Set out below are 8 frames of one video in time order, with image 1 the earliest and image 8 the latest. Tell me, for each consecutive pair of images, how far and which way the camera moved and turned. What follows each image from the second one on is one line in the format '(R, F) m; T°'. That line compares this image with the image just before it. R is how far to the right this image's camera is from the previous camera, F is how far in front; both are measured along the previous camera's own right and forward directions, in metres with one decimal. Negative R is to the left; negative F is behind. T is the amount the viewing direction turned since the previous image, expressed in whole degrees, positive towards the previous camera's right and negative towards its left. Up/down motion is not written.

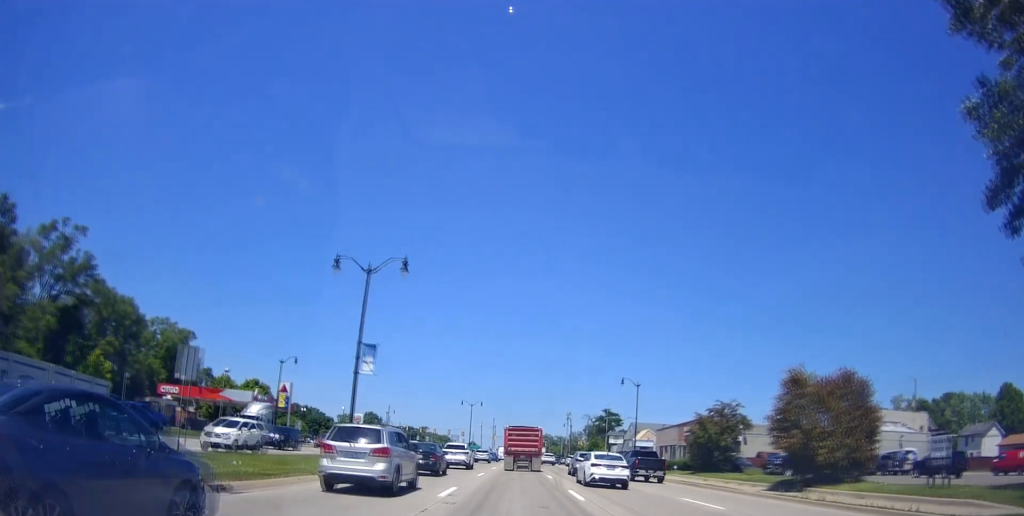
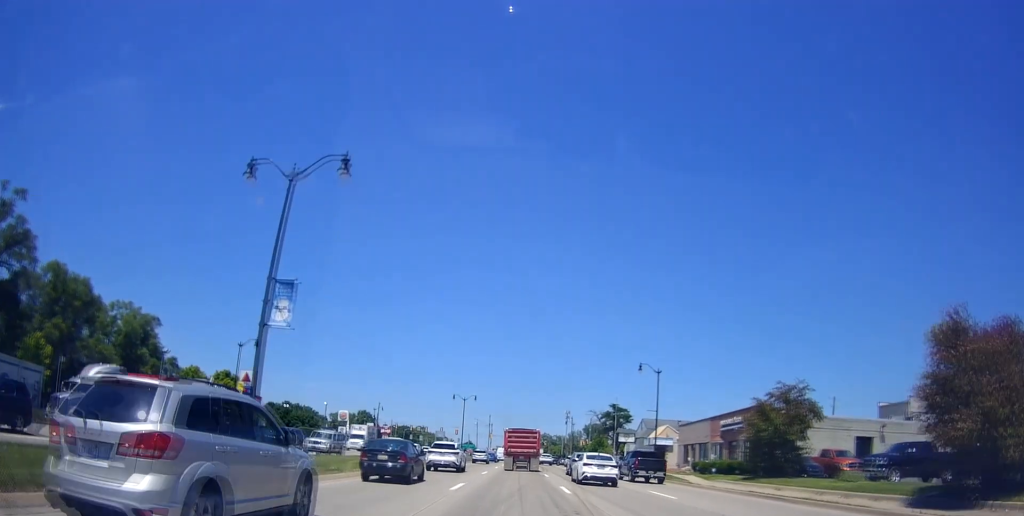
(+0.4, +11.3) m; +2°
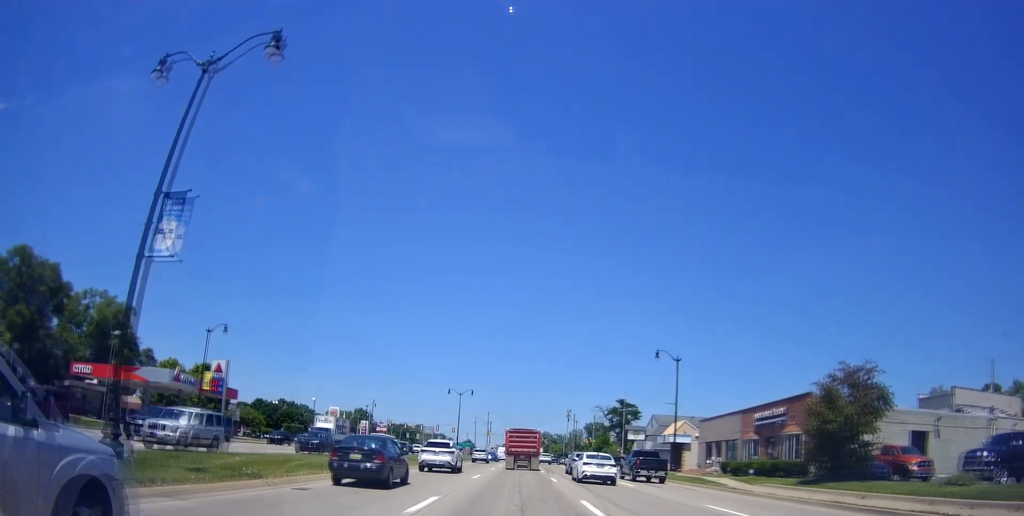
(0.0, +7.2) m; -1°
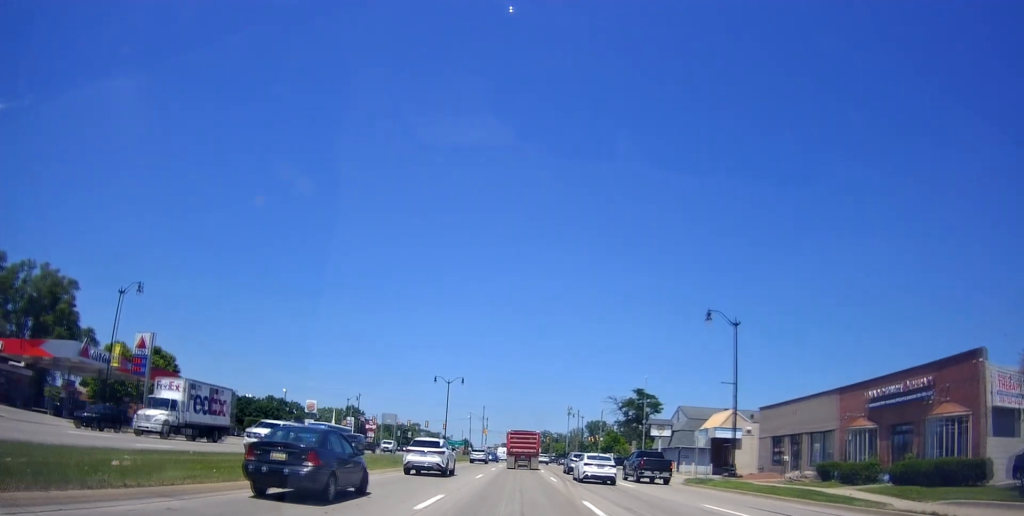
(-0.4, +14.4) m; -3°
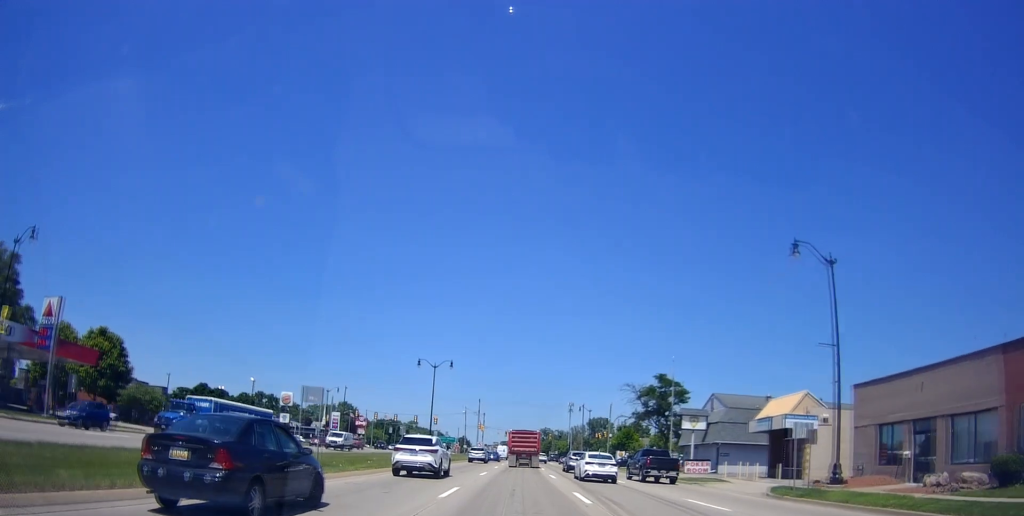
(0.0, +13.0) m; +2°
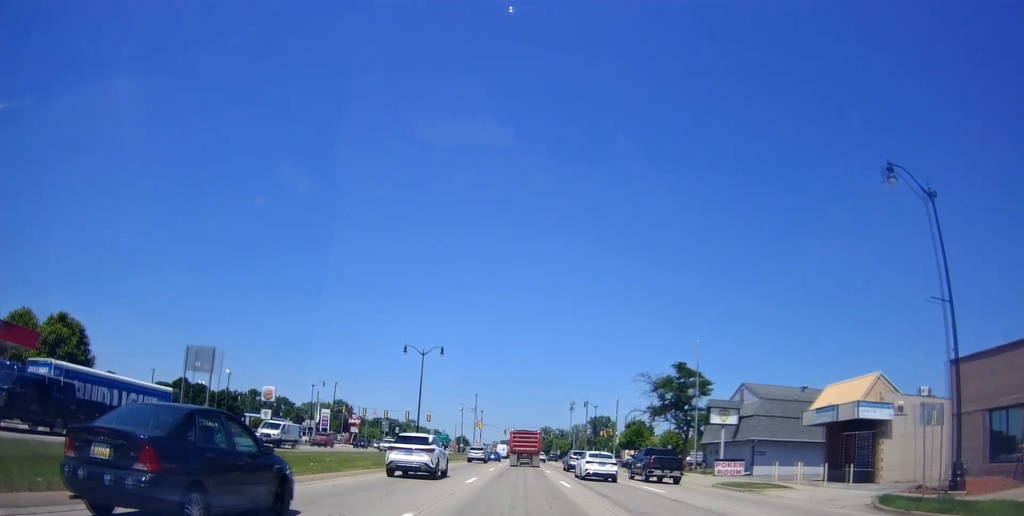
(+0.2, +8.4) m; 0°
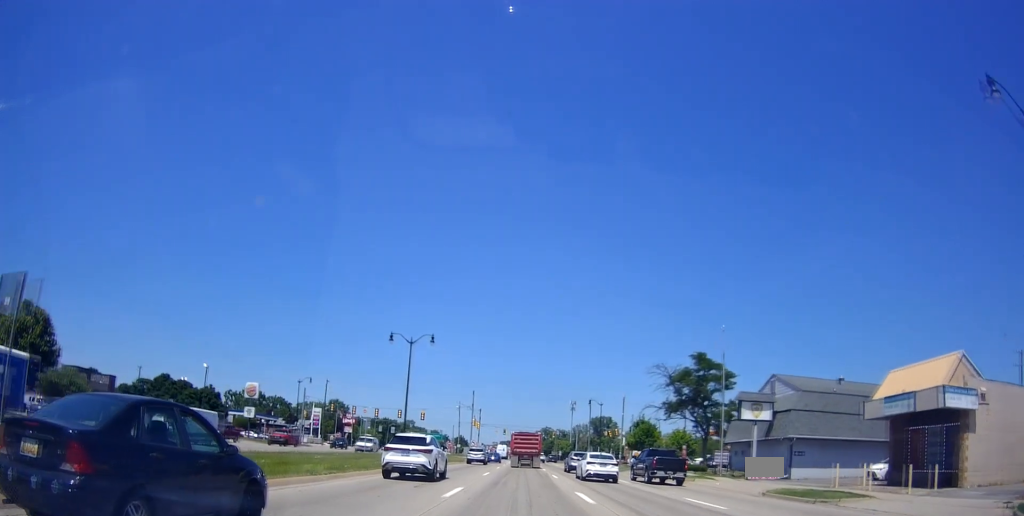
(+0.1, +6.7) m; 0°
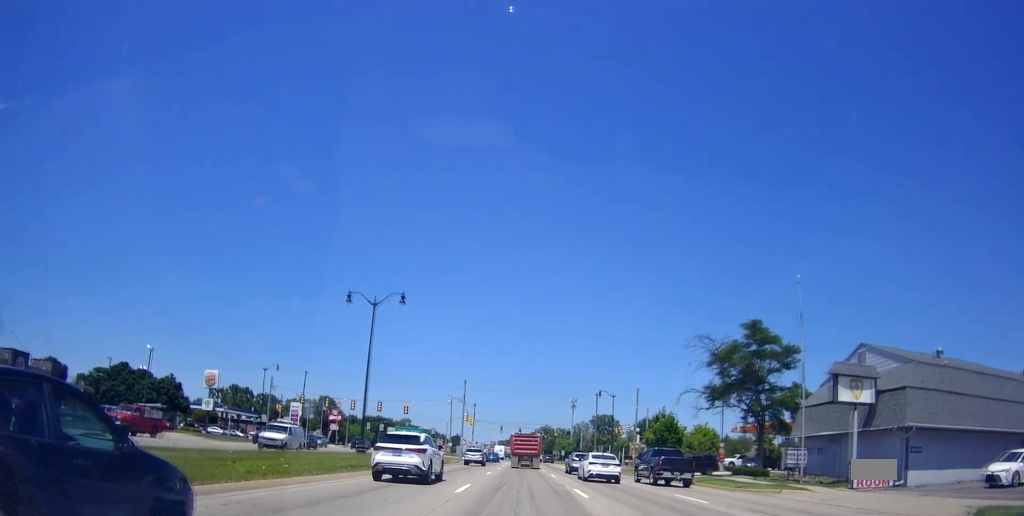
(-0.3, +13.4) m; +1°
